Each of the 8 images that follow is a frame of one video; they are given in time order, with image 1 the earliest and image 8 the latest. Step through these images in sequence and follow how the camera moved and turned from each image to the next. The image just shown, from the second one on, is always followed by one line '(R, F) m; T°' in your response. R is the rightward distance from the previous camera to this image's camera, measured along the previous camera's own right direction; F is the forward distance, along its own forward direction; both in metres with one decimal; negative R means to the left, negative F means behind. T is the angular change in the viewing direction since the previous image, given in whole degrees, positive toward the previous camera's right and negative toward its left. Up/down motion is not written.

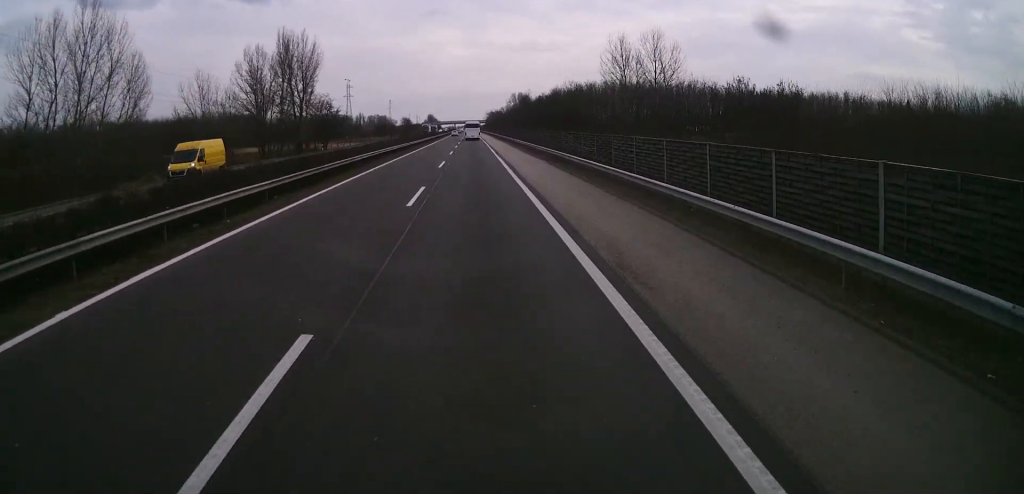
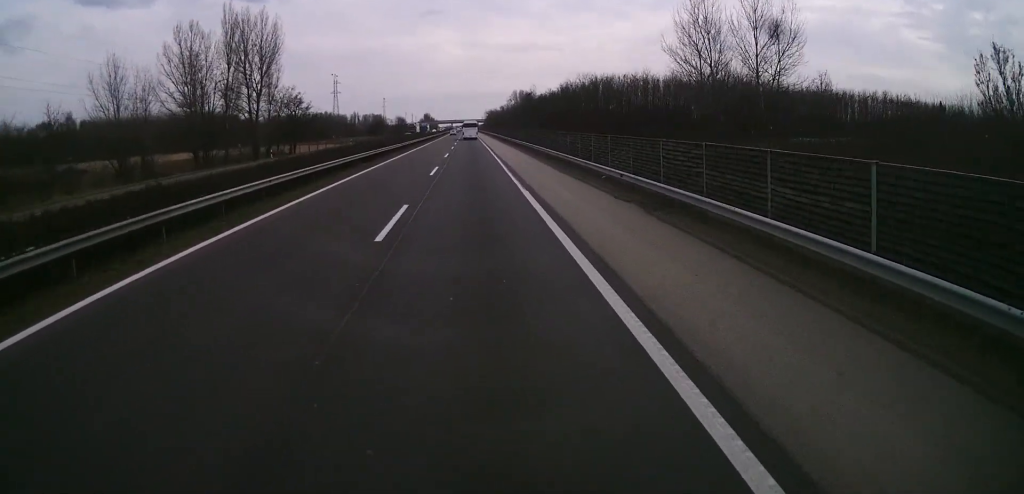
(0.0, +23.9) m; 0°
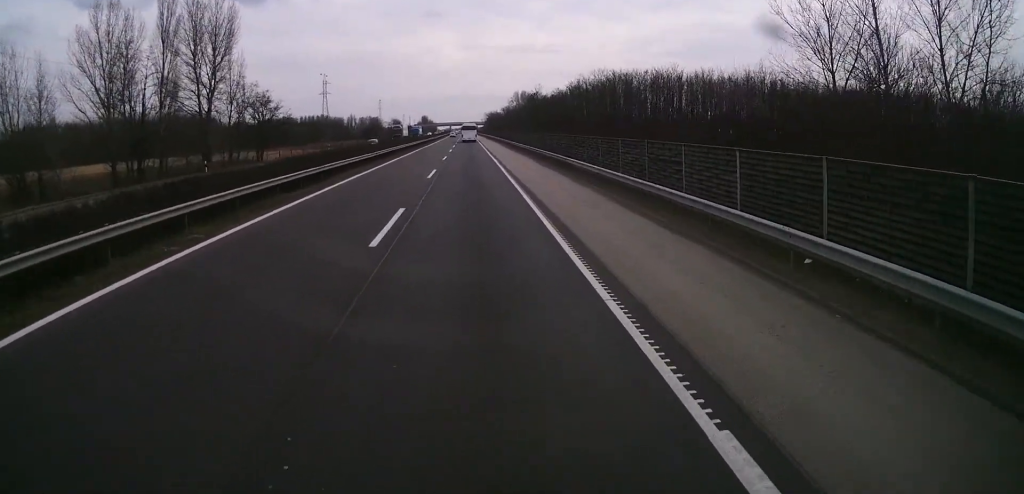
(+0.1, +18.6) m; 0°
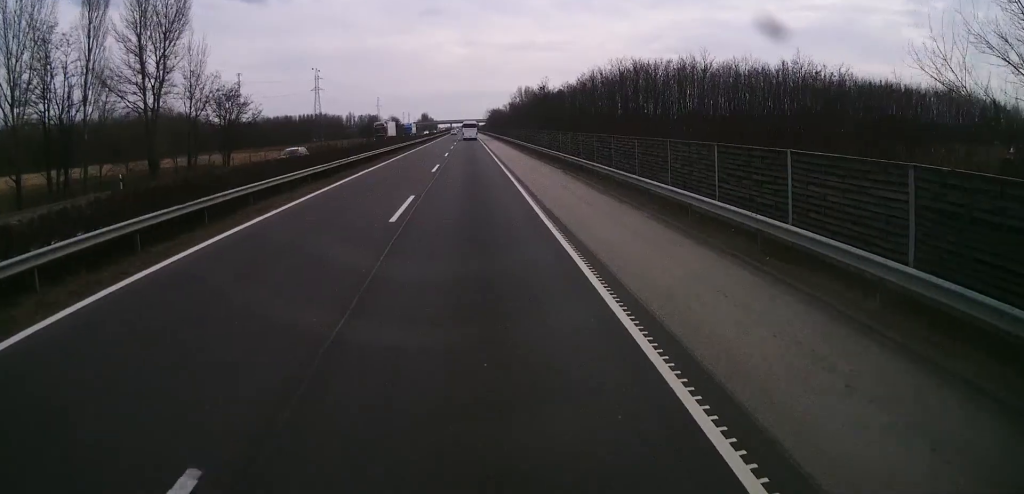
(0.0, +14.7) m; 0°
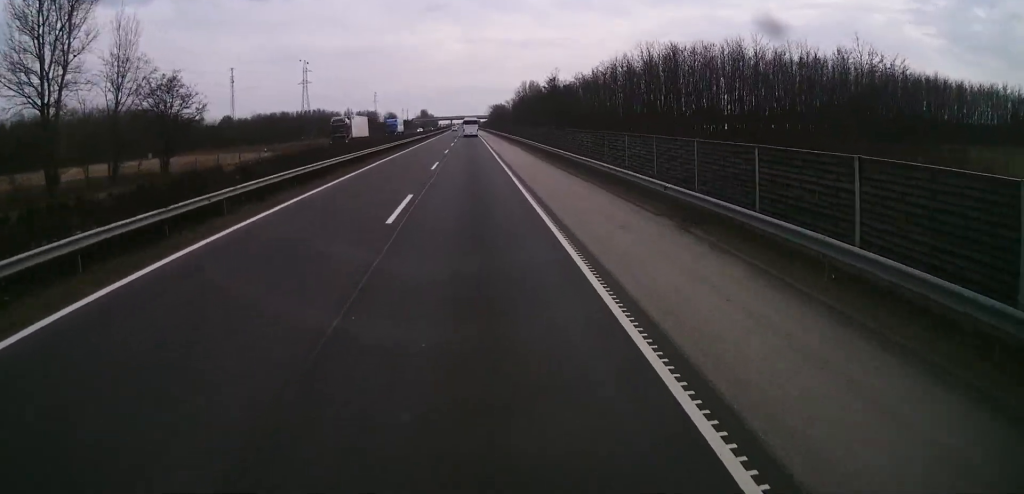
(0.0, +18.6) m; 0°
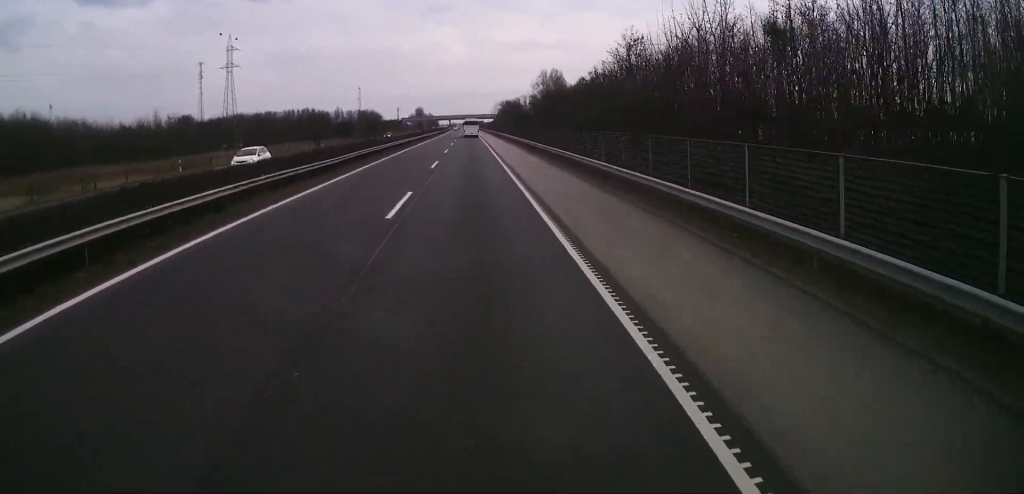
(-0.2, +71.9) m; 0°
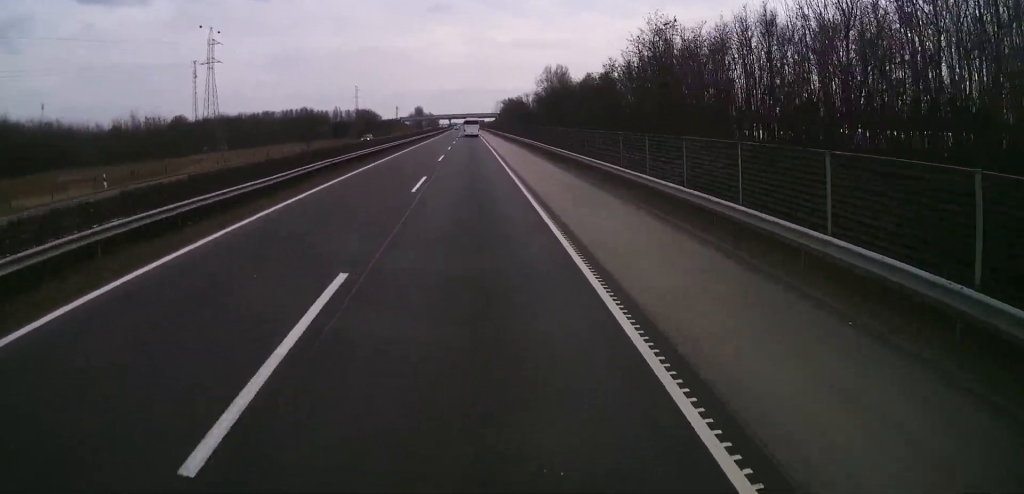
(0.0, +11.6) m; -1°
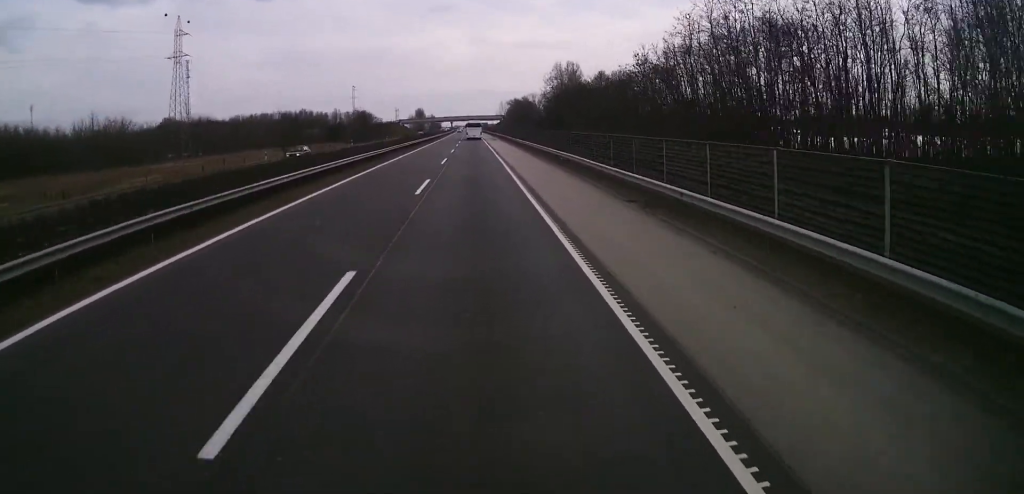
(-0.1, +17.7) m; -1°
